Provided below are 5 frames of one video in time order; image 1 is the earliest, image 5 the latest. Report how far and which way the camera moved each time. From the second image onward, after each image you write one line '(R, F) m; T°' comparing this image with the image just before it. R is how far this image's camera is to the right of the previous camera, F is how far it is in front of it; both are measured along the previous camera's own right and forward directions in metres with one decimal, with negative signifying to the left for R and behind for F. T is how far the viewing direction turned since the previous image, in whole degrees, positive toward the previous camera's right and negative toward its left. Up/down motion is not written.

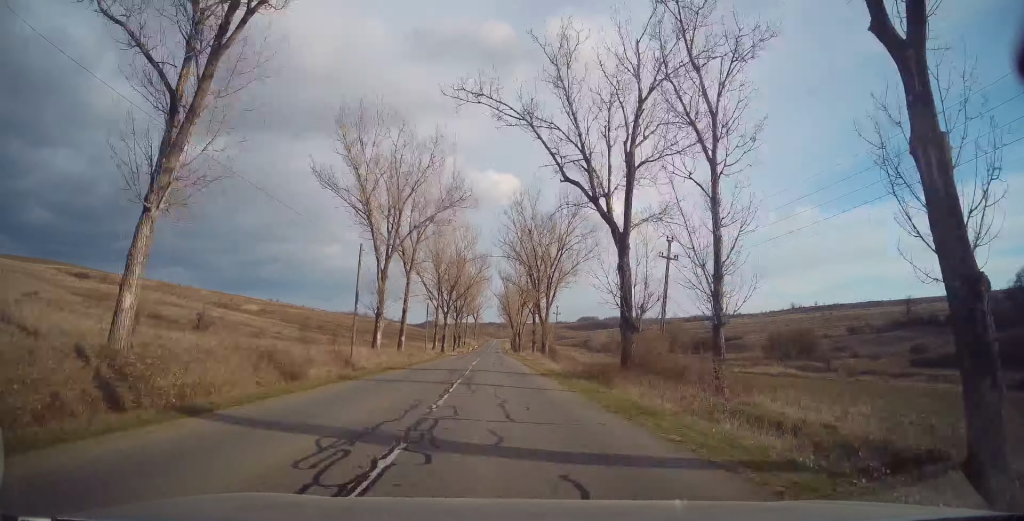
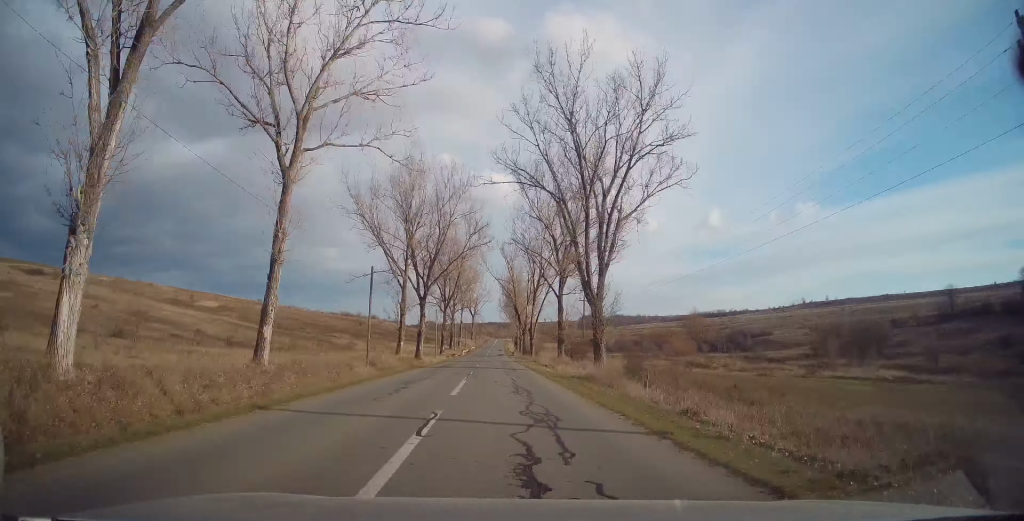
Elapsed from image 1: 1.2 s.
(0.0, +31.0) m; 0°
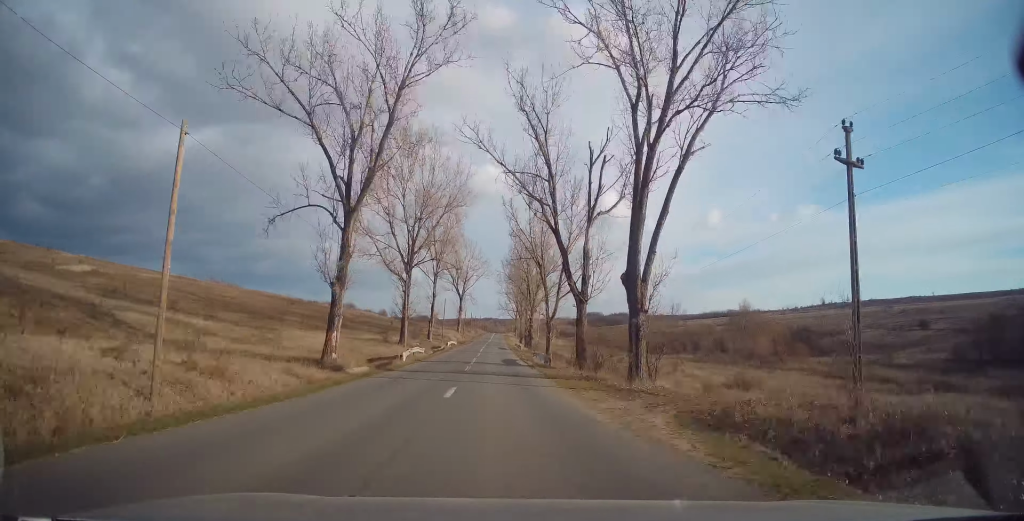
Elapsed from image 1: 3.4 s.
(-0.4, +57.5) m; 0°
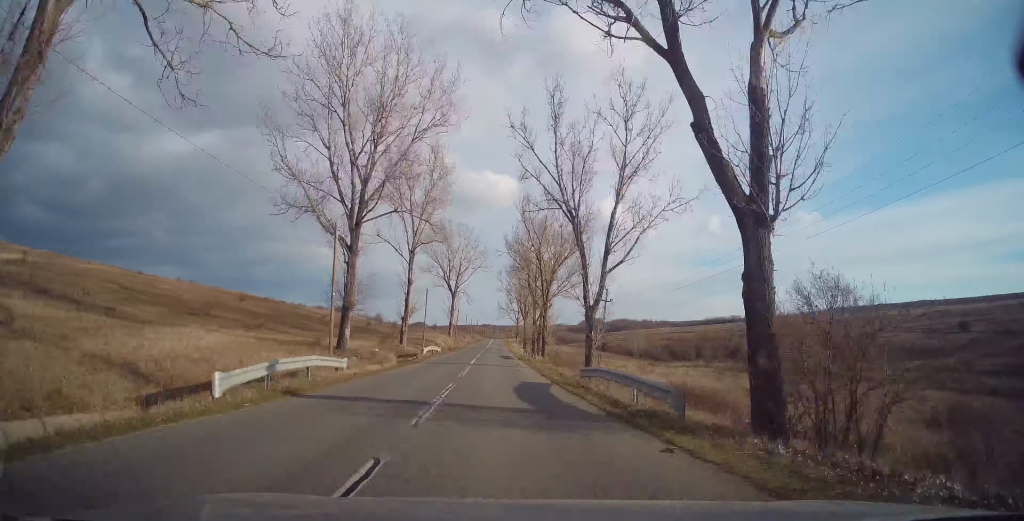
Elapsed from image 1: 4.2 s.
(+0.4, +21.4) m; 0°
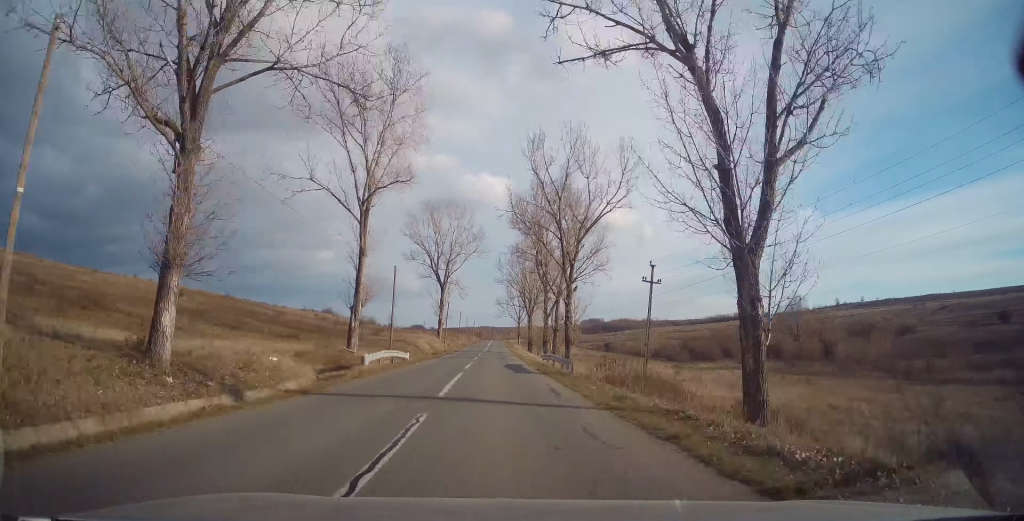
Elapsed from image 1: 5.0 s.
(-0.1, +19.6) m; 0°
